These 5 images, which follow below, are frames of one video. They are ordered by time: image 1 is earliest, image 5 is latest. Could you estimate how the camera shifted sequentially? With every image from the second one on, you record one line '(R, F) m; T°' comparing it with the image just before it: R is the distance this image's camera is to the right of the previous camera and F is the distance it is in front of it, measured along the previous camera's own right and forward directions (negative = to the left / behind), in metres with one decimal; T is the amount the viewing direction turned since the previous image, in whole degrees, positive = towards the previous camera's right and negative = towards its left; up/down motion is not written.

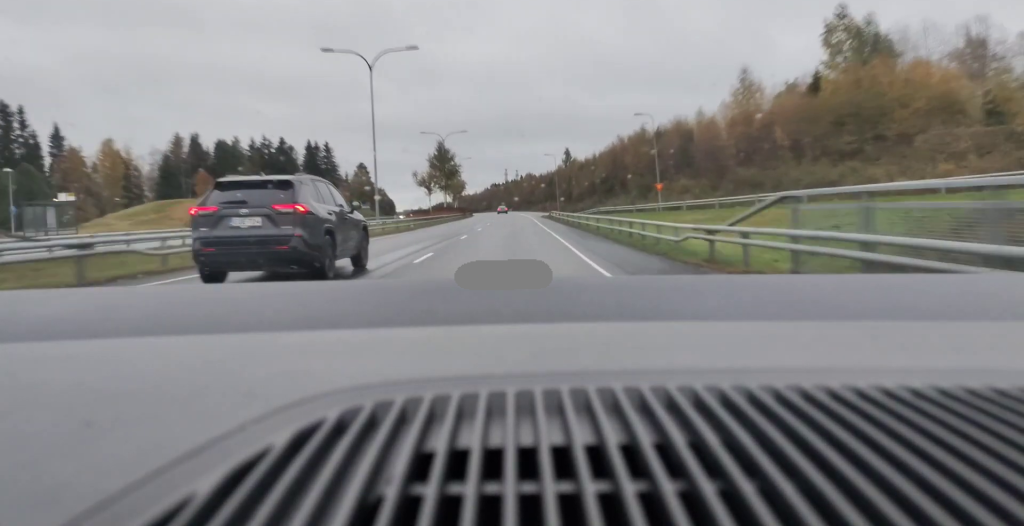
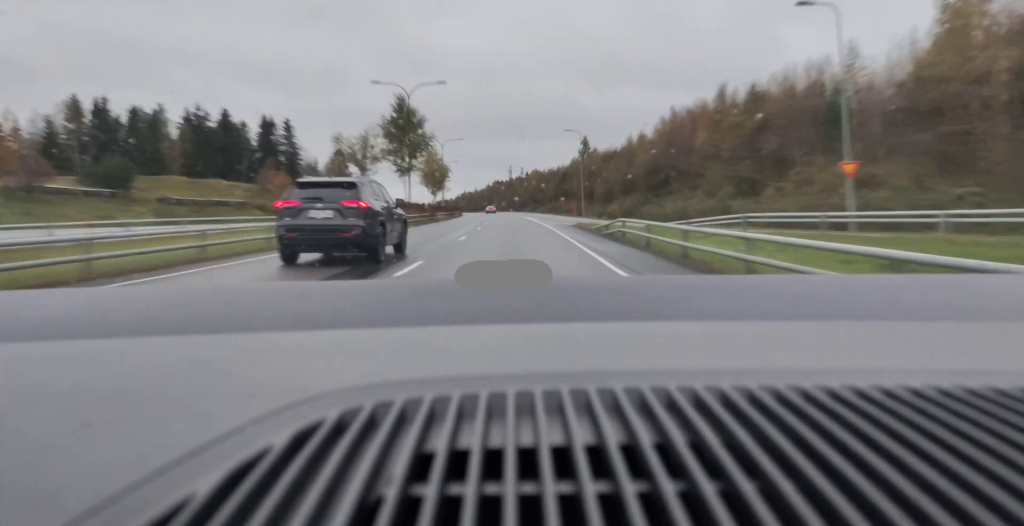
(-0.2, +39.4) m; -2°
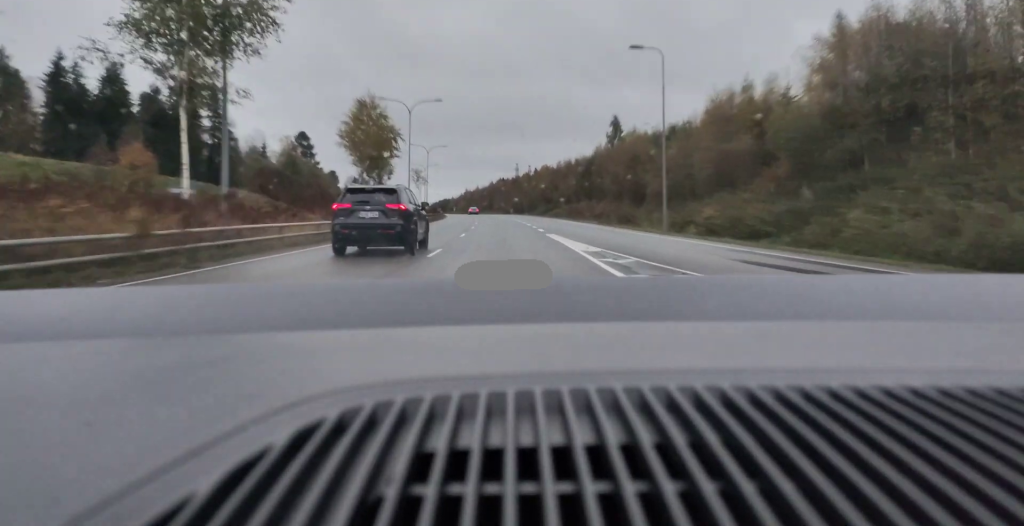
(-0.9, +42.8) m; -1°
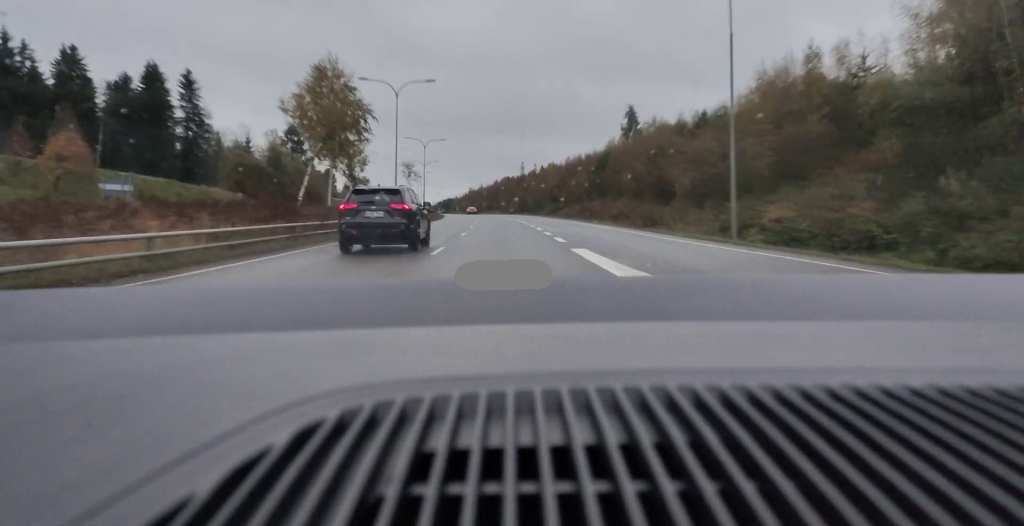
(+0.1, +12.5) m; 0°
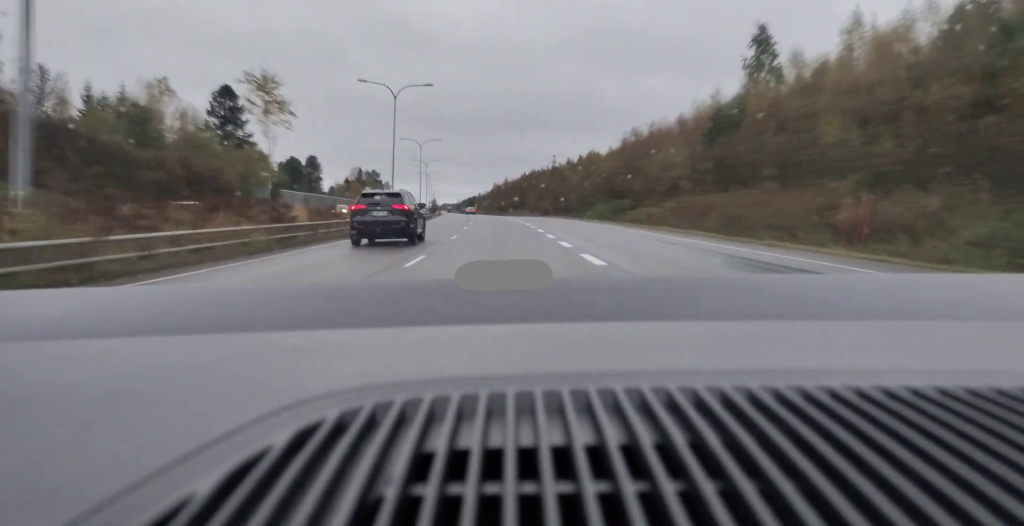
(-1.2, +51.5) m; -3°
